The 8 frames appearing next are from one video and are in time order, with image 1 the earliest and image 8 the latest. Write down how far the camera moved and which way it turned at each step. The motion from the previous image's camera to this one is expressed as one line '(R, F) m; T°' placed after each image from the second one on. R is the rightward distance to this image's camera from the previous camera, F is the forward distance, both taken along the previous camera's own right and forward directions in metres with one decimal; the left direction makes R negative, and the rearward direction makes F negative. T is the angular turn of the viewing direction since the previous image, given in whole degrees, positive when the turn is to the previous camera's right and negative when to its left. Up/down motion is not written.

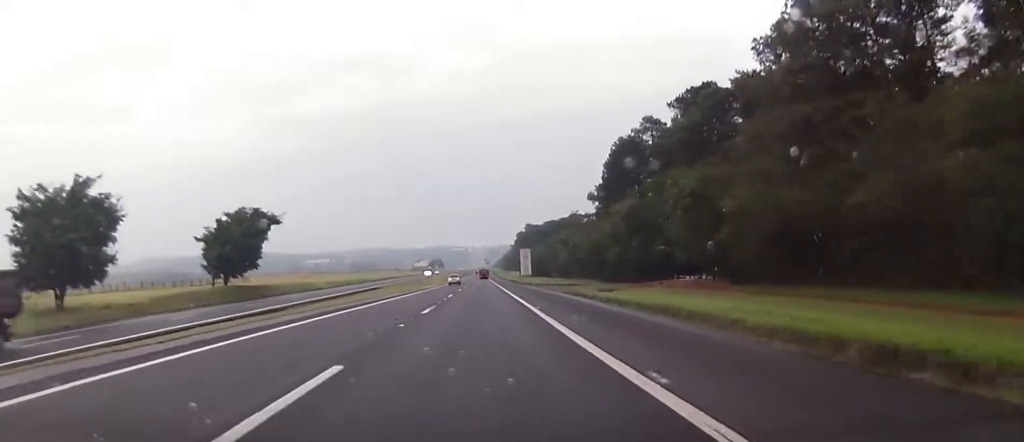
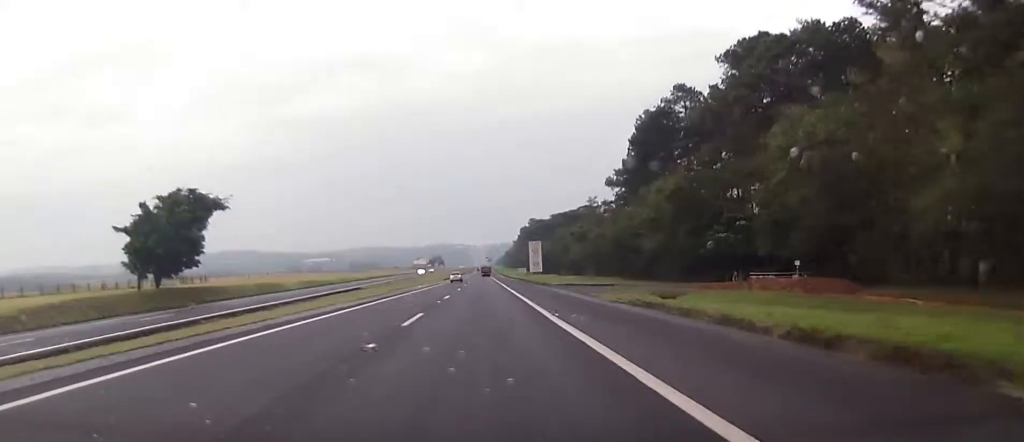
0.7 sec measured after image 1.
(-0.2, +23.7) m; 0°
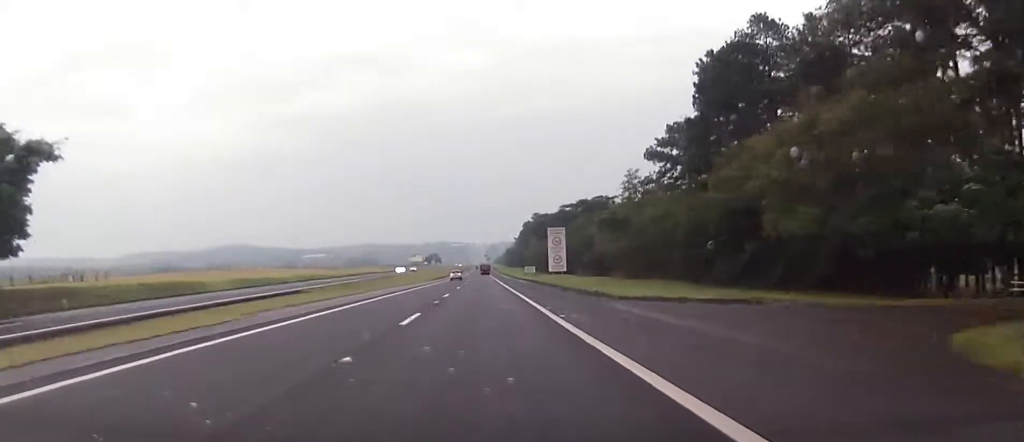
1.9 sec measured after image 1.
(+0.3, +38.3) m; 0°
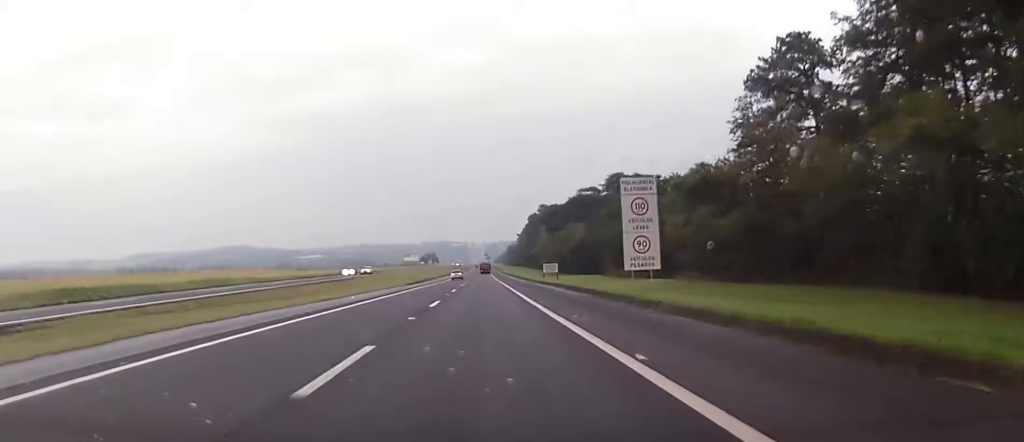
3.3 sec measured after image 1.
(-0.3, +51.7) m; -1°
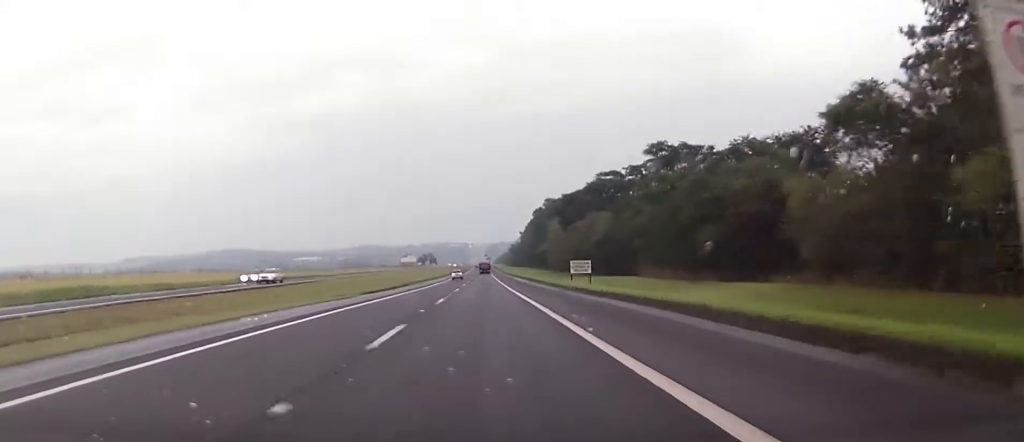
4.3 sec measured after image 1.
(+0.1, +33.2) m; 0°
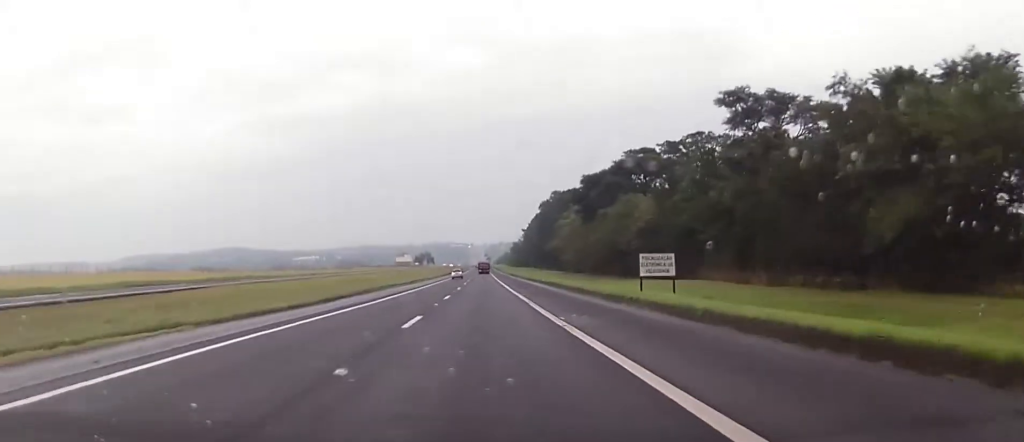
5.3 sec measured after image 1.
(0.0, +31.6) m; 0°
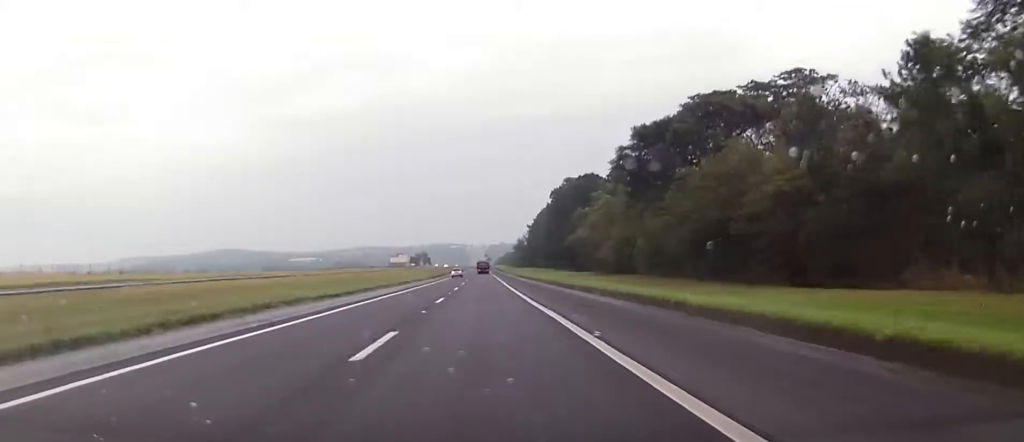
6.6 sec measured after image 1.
(0.0, +40.7) m; 0°
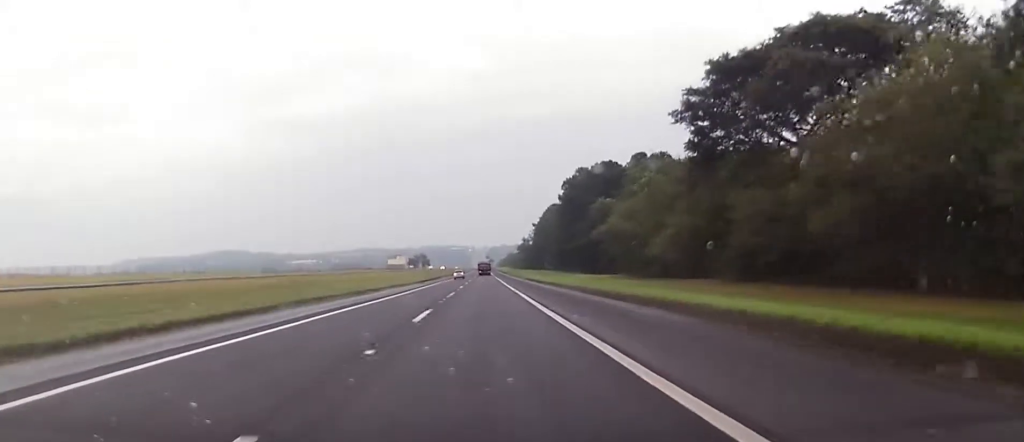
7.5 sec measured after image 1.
(+0.1, +26.1) m; 0°
